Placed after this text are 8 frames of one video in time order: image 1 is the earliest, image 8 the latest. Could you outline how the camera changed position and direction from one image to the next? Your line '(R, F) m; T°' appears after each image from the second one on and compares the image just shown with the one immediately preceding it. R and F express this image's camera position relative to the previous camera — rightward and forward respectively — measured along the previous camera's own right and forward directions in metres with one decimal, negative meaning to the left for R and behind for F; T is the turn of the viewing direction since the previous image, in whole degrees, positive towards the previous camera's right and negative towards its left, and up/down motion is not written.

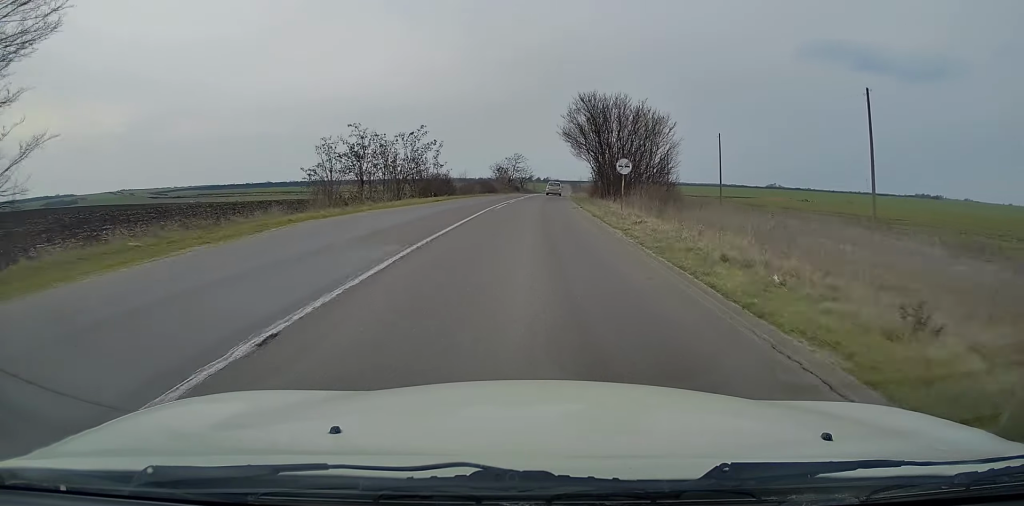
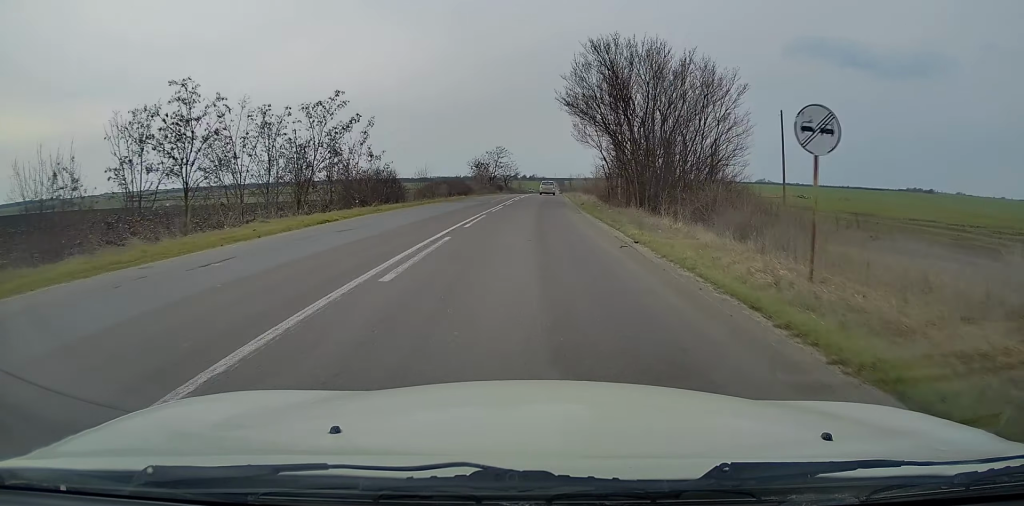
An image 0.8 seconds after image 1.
(+0.4, +20.3) m; +2°
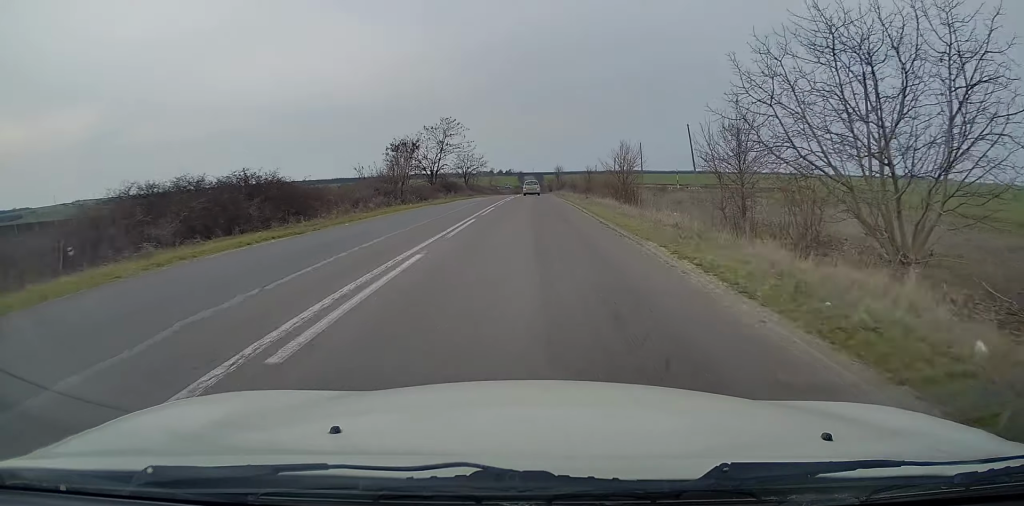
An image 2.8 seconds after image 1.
(+0.7, +49.1) m; +2°
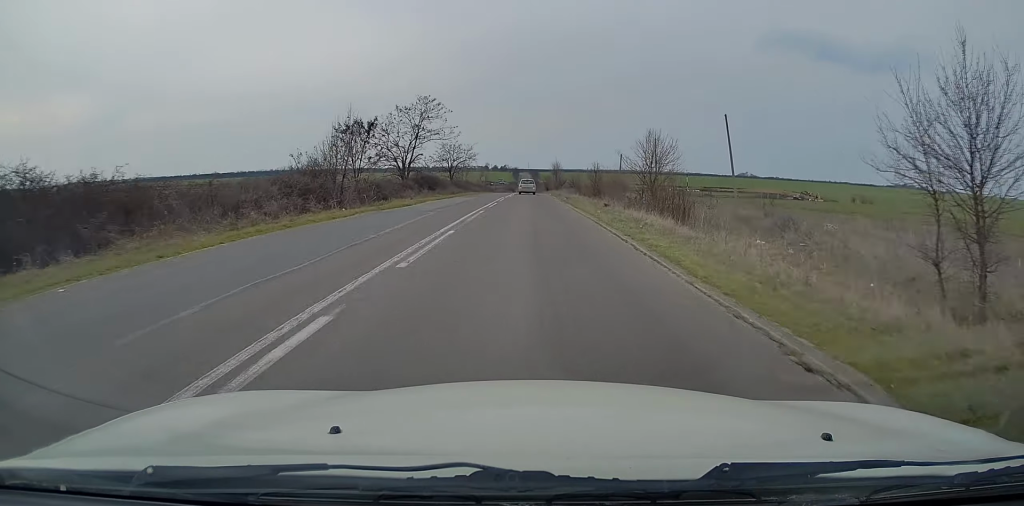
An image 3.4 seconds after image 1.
(+0.2, +13.9) m; 0°
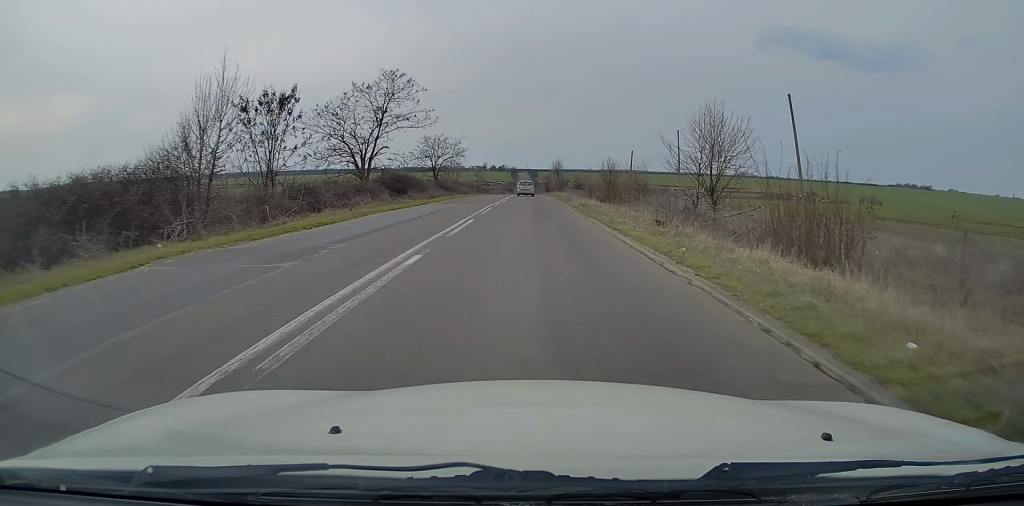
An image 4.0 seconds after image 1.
(+0.1, +13.8) m; 0°
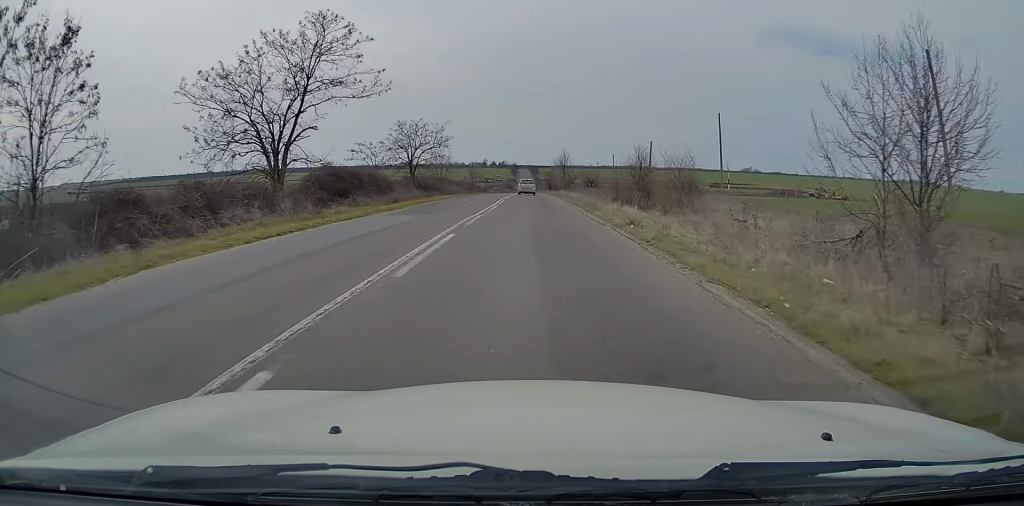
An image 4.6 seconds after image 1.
(+0.1, +15.4) m; 0°
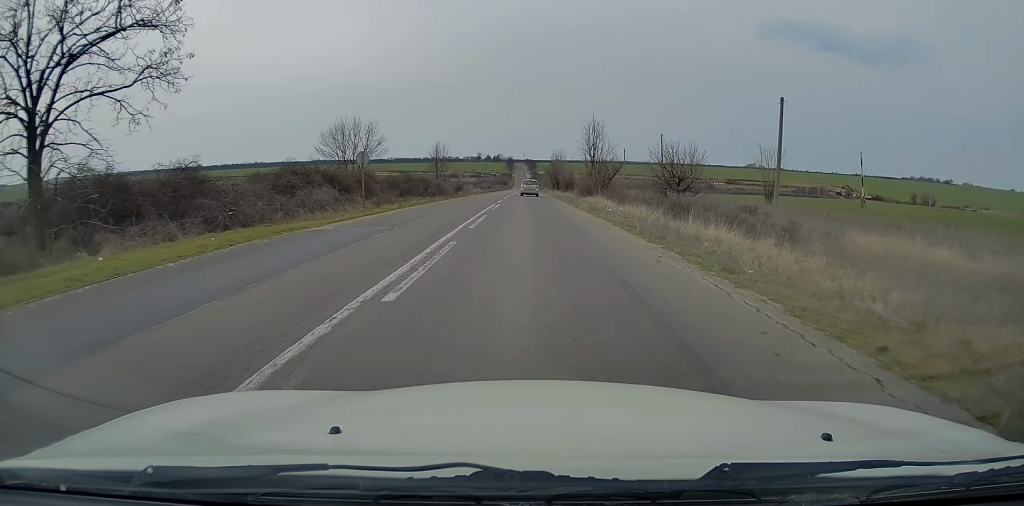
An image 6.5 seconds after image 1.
(0.0, +46.9) m; 0°
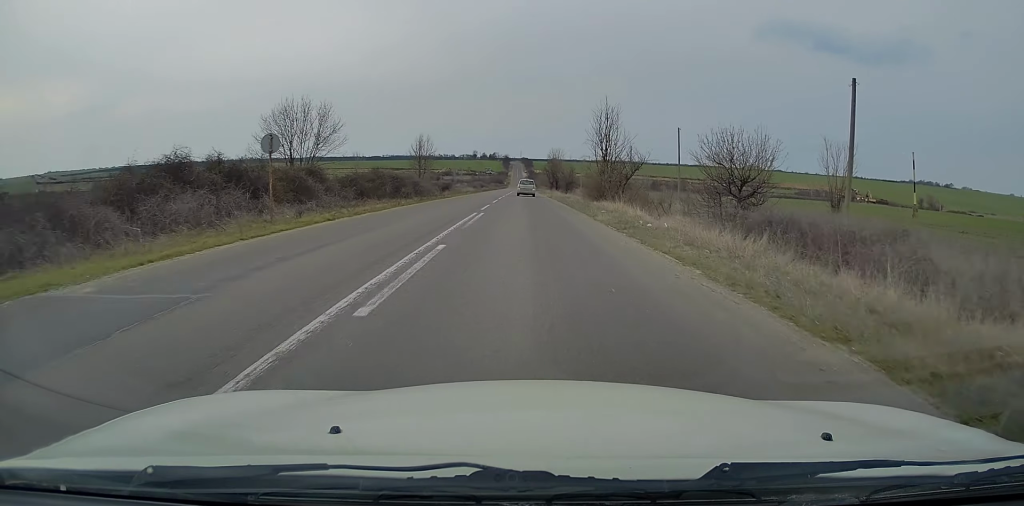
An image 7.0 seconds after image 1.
(0.0, +10.5) m; 0°
